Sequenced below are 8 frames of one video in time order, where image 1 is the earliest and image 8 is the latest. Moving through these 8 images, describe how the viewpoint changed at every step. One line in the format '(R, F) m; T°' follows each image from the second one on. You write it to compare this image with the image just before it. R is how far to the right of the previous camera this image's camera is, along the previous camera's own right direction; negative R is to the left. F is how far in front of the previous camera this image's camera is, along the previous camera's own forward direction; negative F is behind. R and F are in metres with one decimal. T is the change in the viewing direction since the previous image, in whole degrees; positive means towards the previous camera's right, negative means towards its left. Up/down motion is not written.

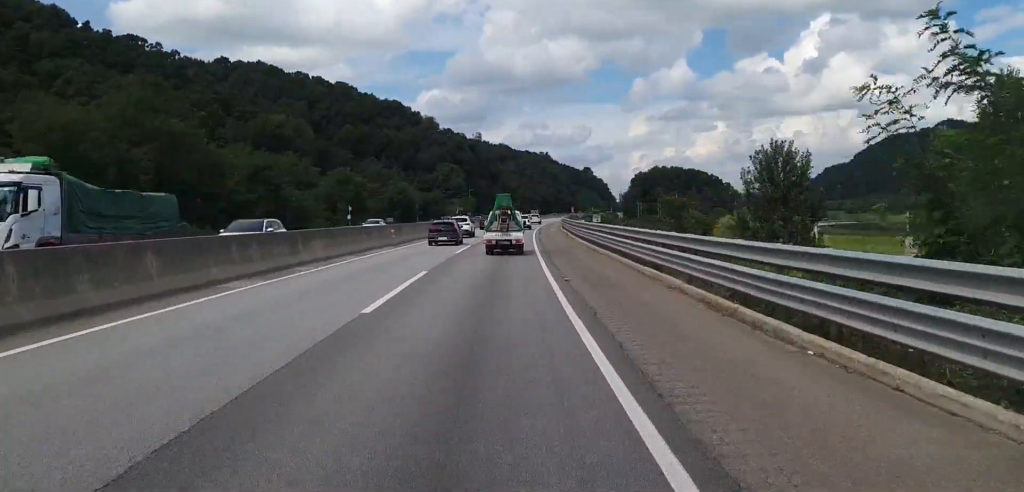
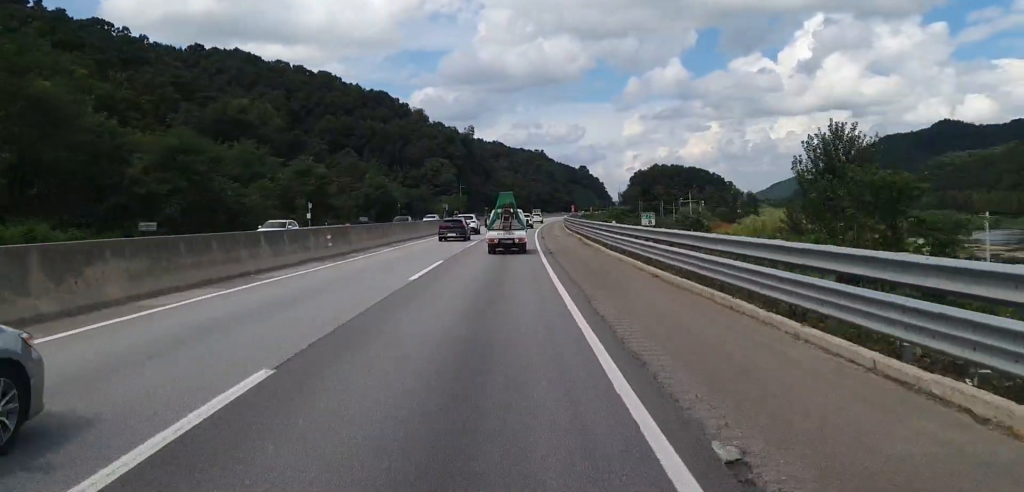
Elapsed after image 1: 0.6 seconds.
(+0.2, +15.8) m; 0°
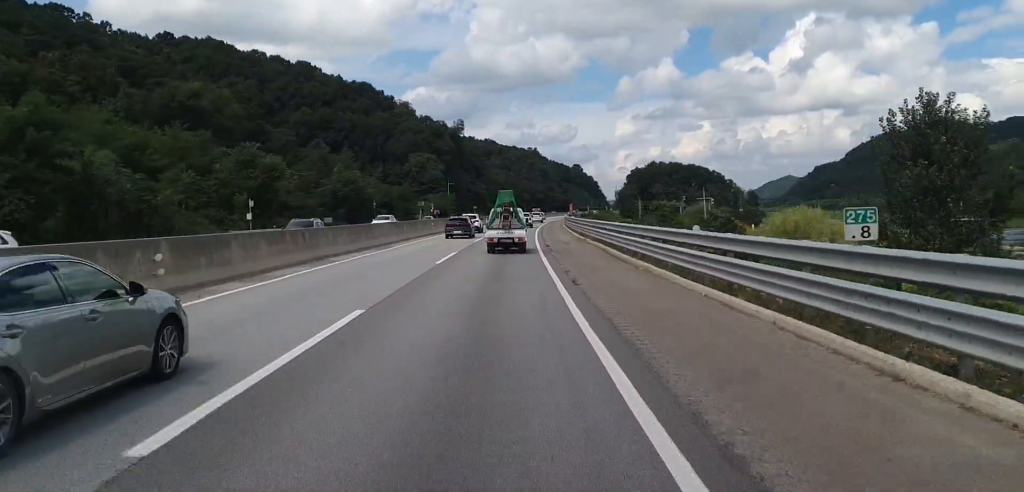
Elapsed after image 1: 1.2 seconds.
(-0.2, +15.0) m; 0°
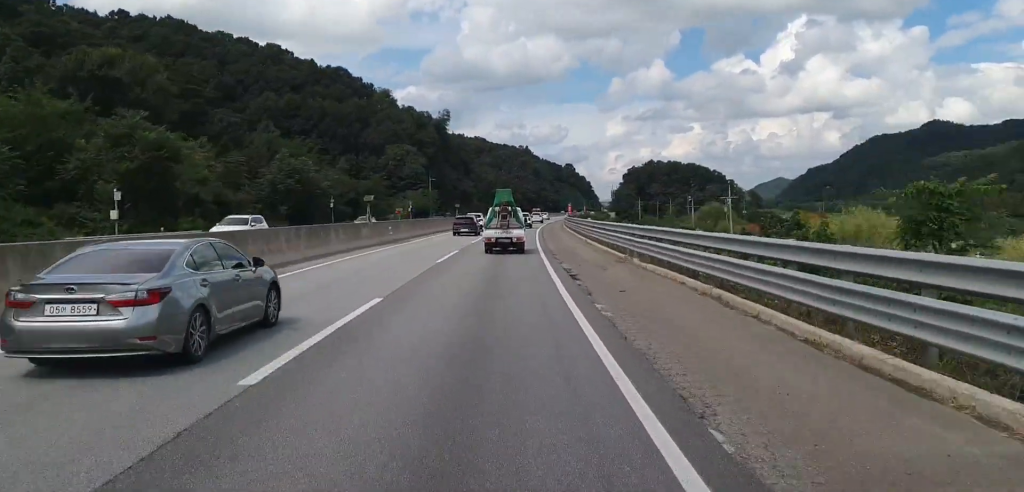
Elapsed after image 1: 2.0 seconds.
(+0.1, +19.2) m; +1°
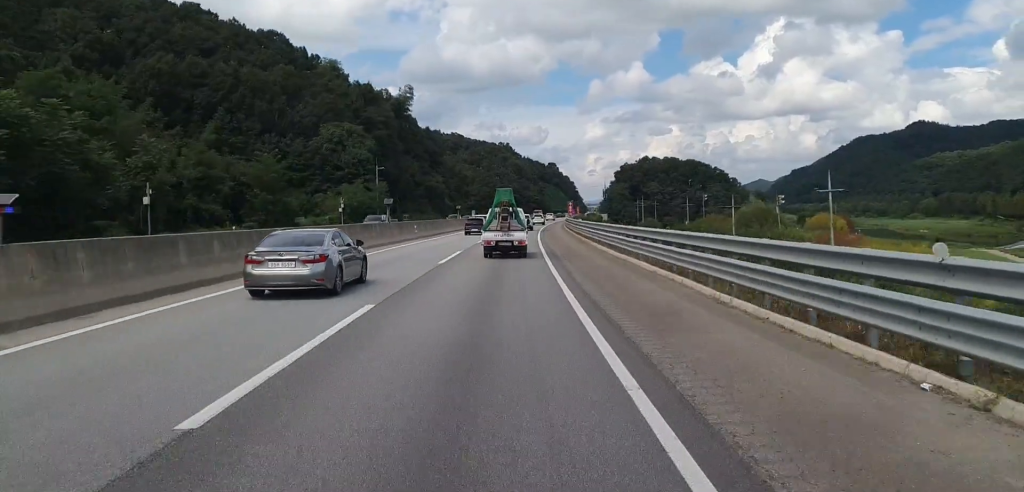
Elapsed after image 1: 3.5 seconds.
(+0.9, +38.7) m; +2°
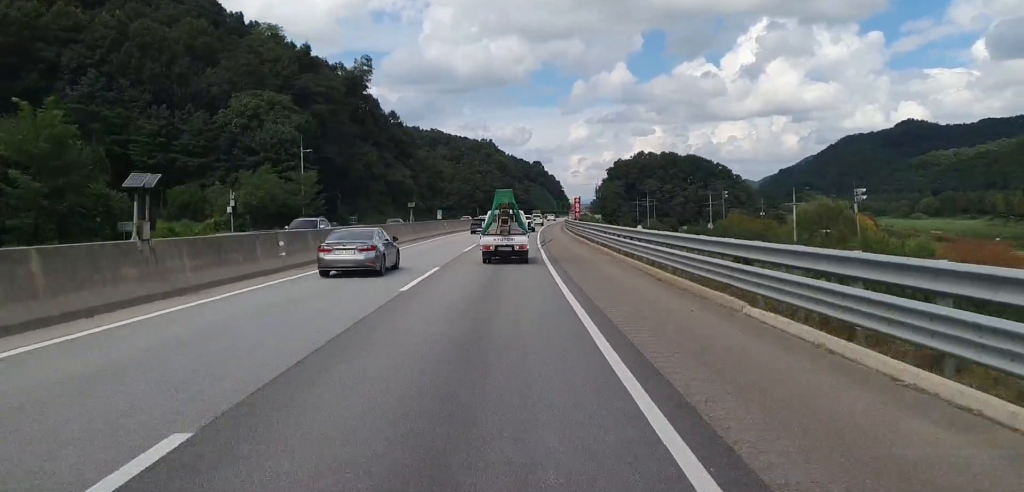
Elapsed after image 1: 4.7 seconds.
(+0.3, +30.0) m; +1°
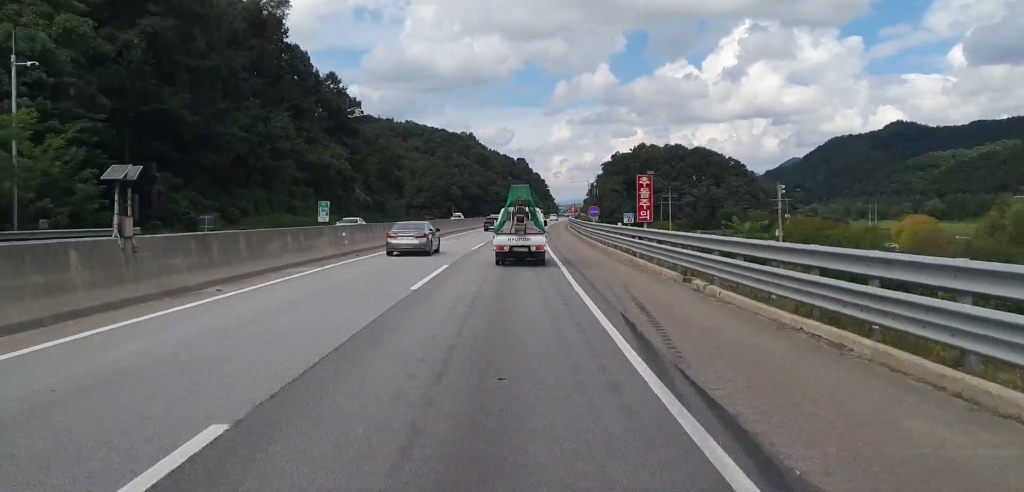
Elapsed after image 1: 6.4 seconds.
(+0.5, +40.1) m; +2°
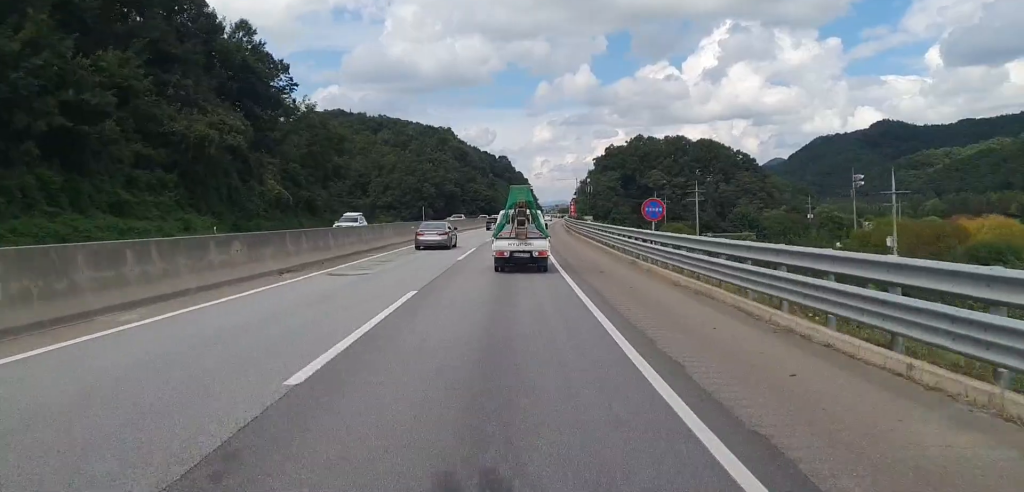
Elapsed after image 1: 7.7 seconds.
(+0.6, +31.3) m; +1°
